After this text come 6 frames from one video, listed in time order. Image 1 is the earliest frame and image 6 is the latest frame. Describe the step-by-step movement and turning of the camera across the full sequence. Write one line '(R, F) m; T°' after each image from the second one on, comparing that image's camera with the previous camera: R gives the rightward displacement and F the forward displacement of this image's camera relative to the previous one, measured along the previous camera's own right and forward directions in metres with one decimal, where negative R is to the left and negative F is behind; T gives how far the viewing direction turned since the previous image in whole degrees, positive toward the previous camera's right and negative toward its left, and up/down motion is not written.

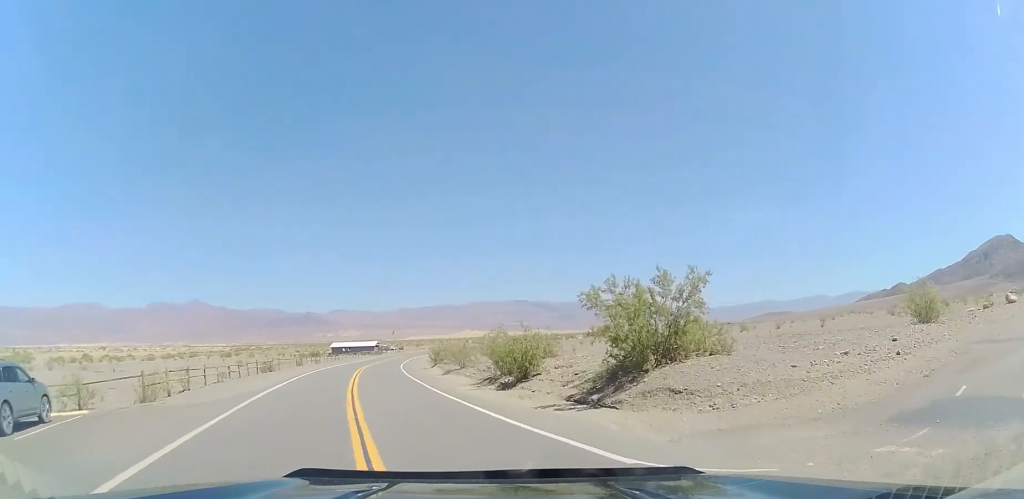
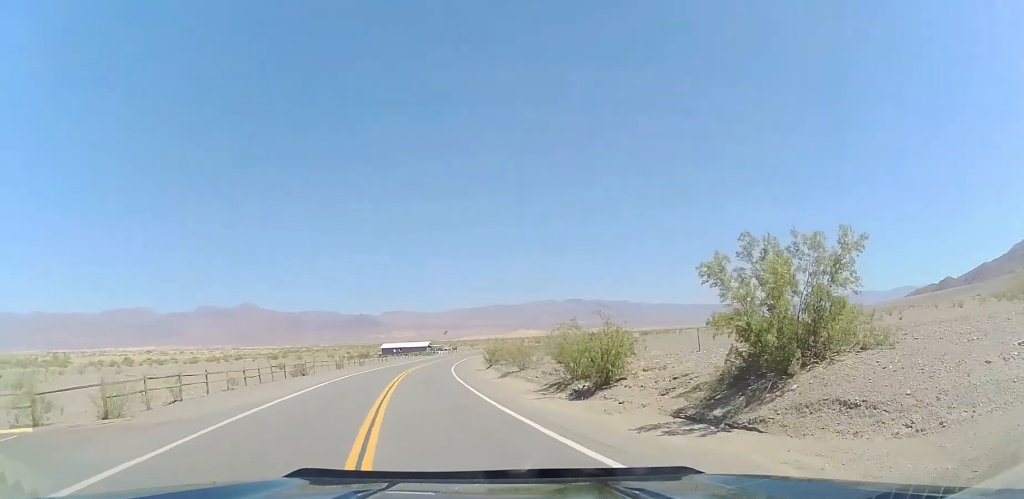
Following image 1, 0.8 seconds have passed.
(-0.2, +4.7) m; -7°
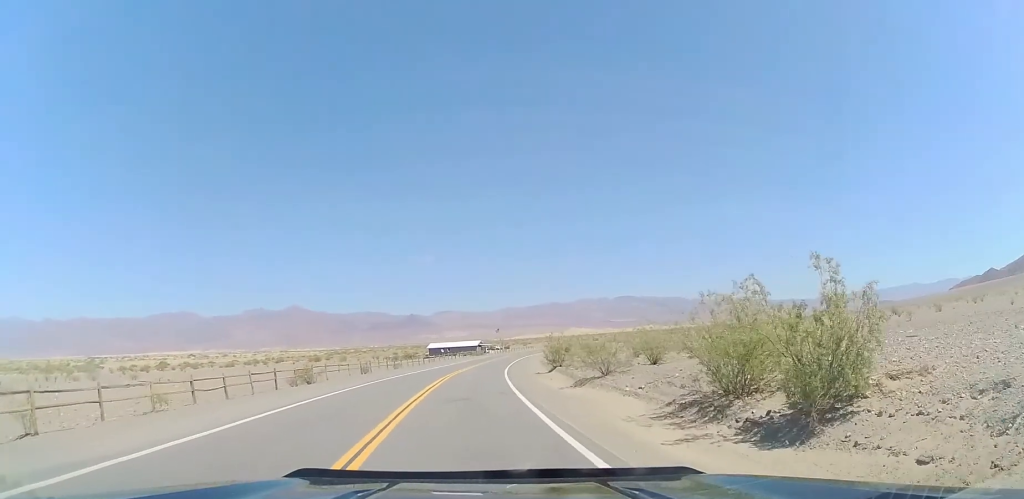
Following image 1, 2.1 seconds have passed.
(-1.2, +9.4) m; -11°
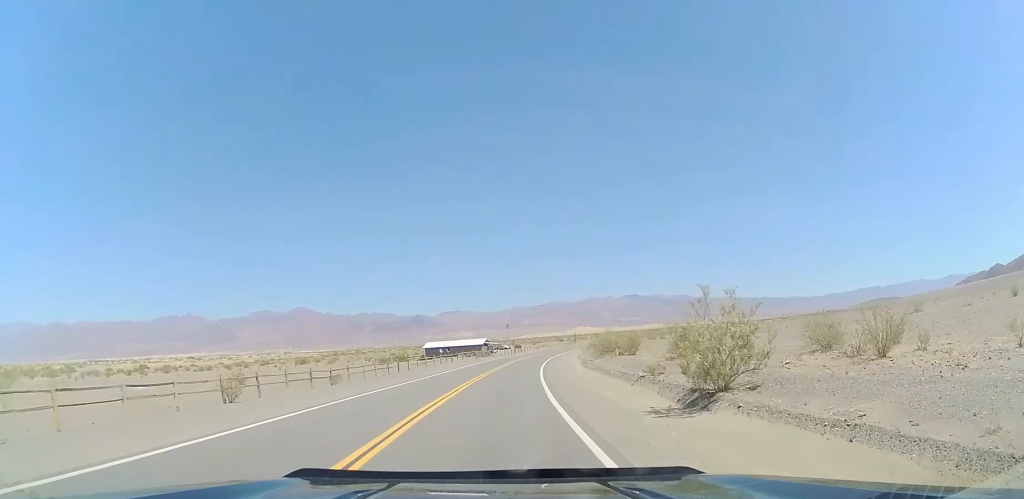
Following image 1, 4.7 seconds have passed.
(-0.8, +25.1) m; -1°
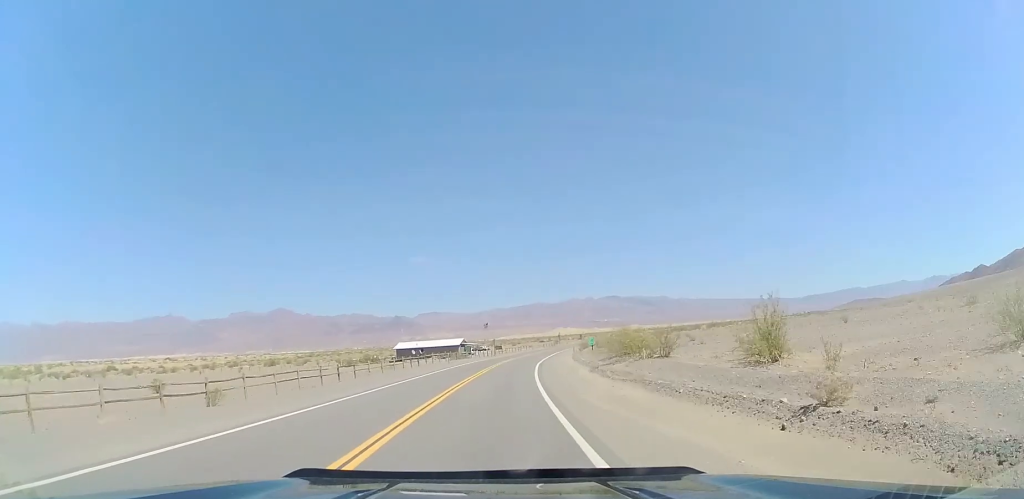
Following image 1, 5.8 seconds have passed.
(+0.1, +12.6) m; +1°
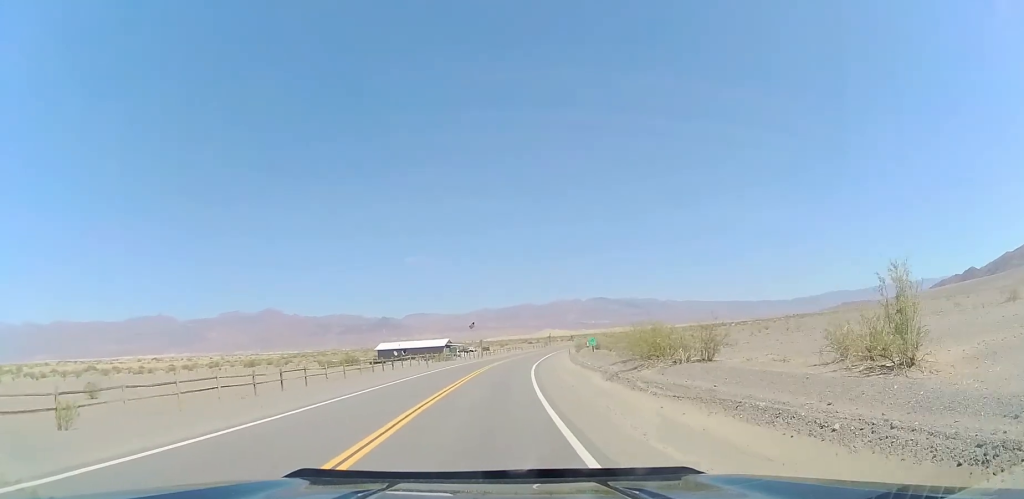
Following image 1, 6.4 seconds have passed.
(-0.1, +7.8) m; +1°
